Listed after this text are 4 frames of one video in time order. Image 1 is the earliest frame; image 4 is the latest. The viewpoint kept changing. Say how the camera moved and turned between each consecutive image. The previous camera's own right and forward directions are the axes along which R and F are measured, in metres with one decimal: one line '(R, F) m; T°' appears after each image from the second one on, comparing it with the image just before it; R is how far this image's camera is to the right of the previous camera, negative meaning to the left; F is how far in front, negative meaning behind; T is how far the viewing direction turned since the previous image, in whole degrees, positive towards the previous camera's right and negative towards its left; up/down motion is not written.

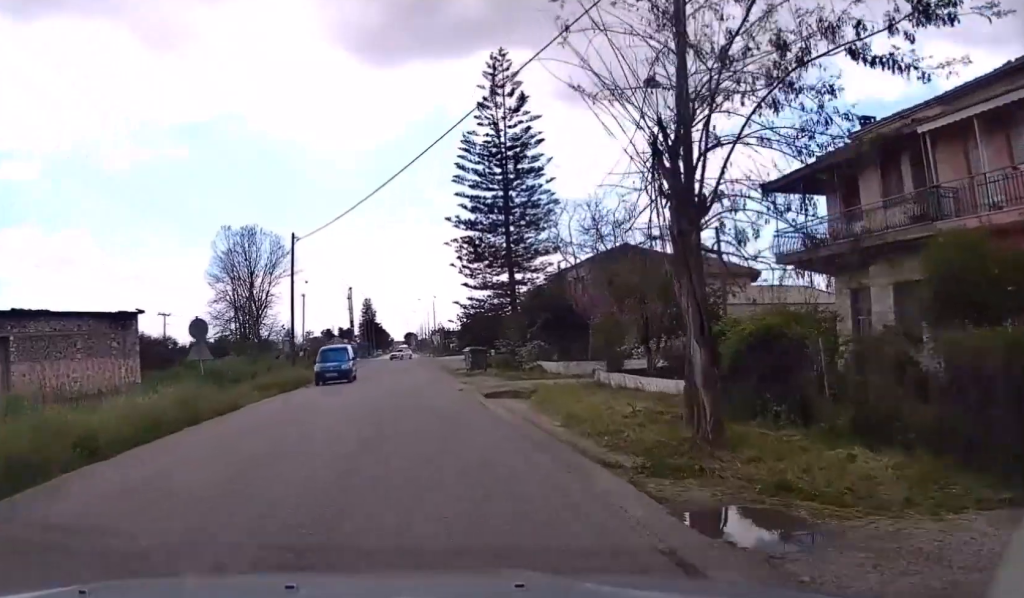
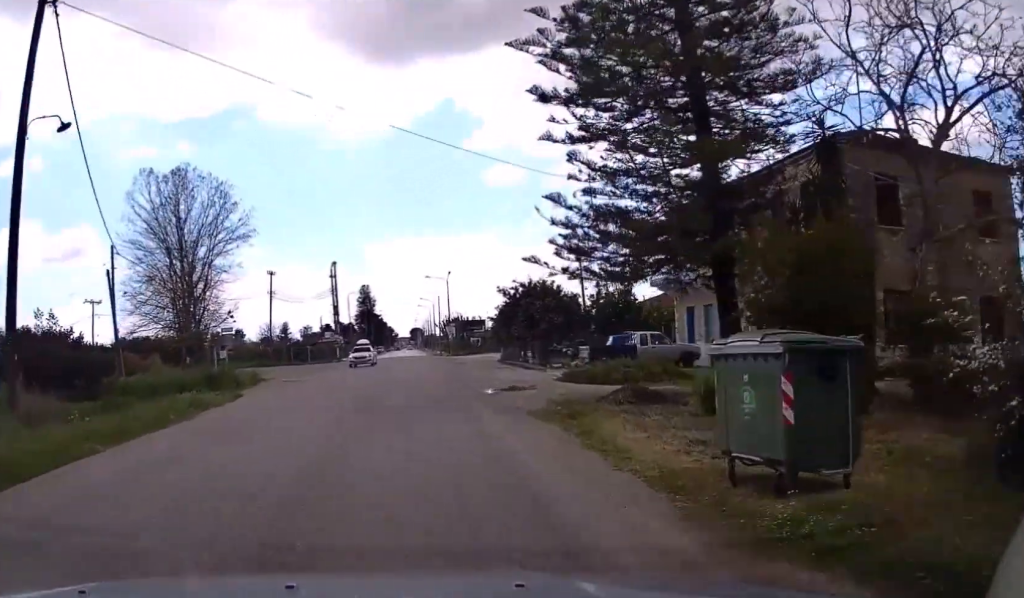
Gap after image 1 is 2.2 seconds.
(0.0, +32.9) m; 0°
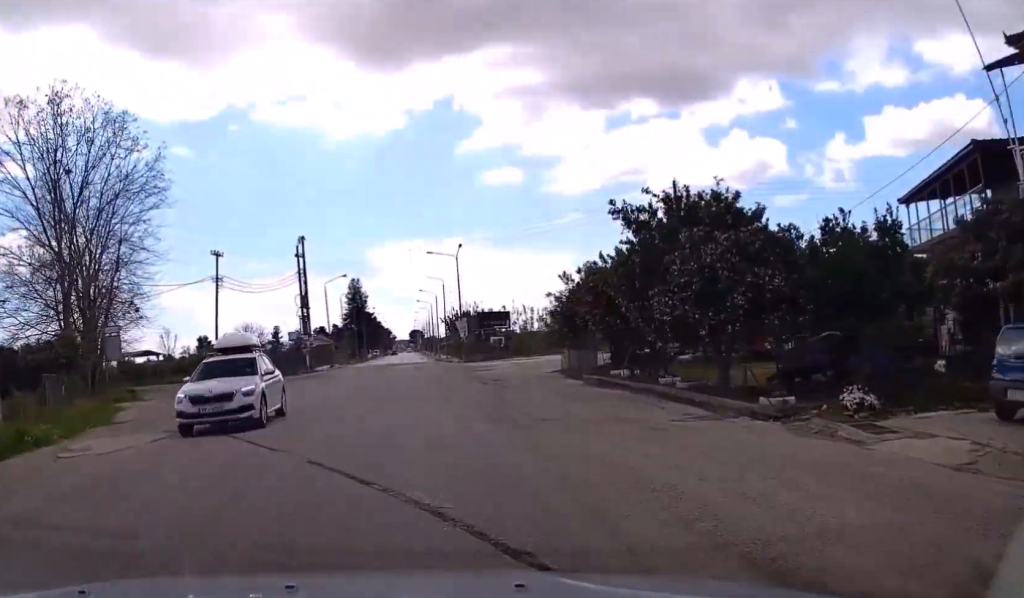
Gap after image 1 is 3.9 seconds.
(+0.1, +25.1) m; 0°
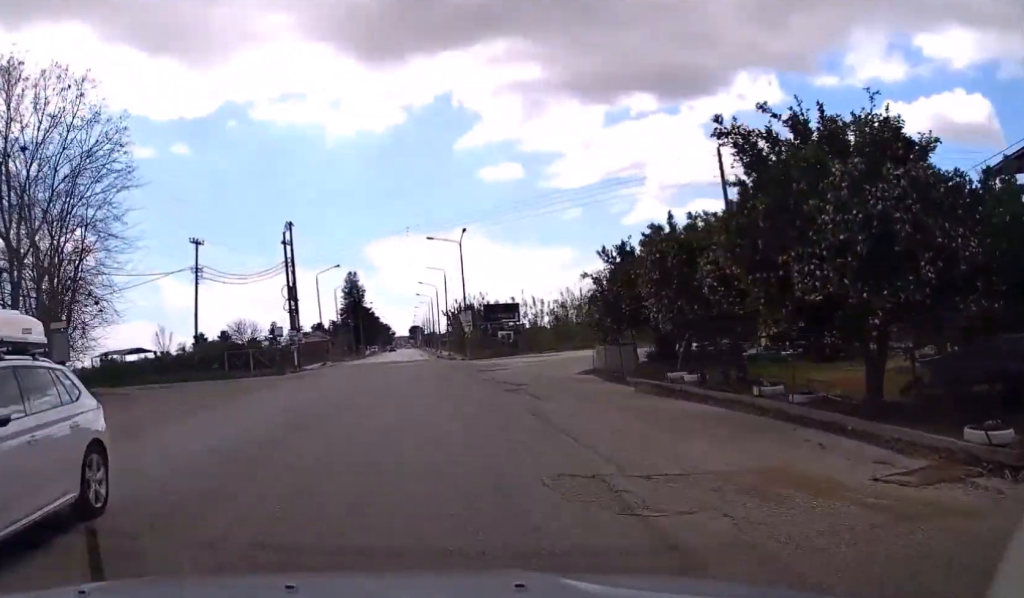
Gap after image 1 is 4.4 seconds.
(0.0, +6.4) m; 0°
